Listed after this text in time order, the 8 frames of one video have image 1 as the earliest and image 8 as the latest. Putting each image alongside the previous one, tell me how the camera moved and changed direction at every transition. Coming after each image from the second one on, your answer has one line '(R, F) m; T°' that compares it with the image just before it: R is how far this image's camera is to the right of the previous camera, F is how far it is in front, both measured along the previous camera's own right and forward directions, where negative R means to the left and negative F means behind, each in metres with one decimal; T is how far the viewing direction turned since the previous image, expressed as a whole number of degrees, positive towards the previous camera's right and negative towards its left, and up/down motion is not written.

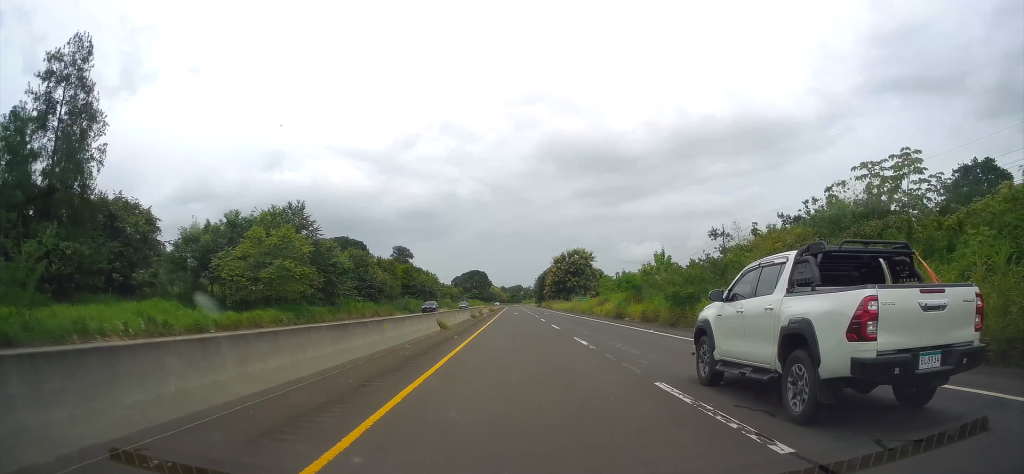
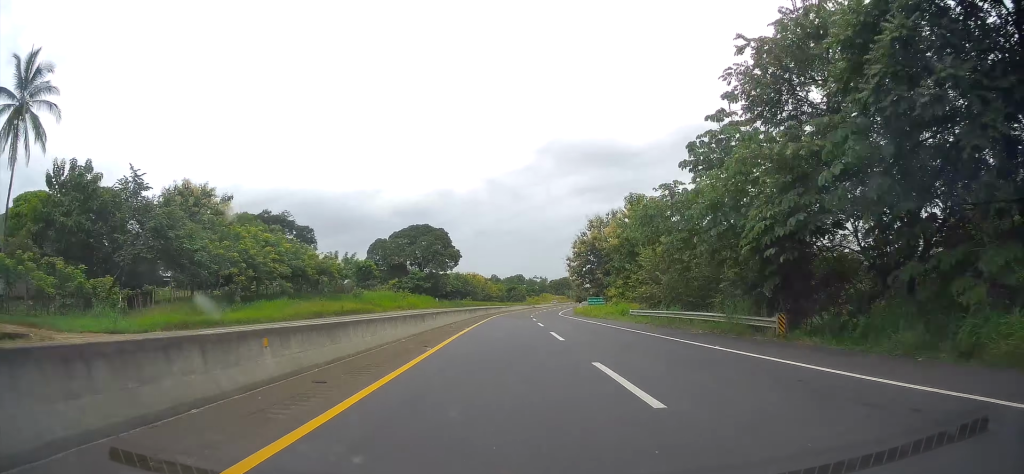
(-0.6, +167.0) m; 0°
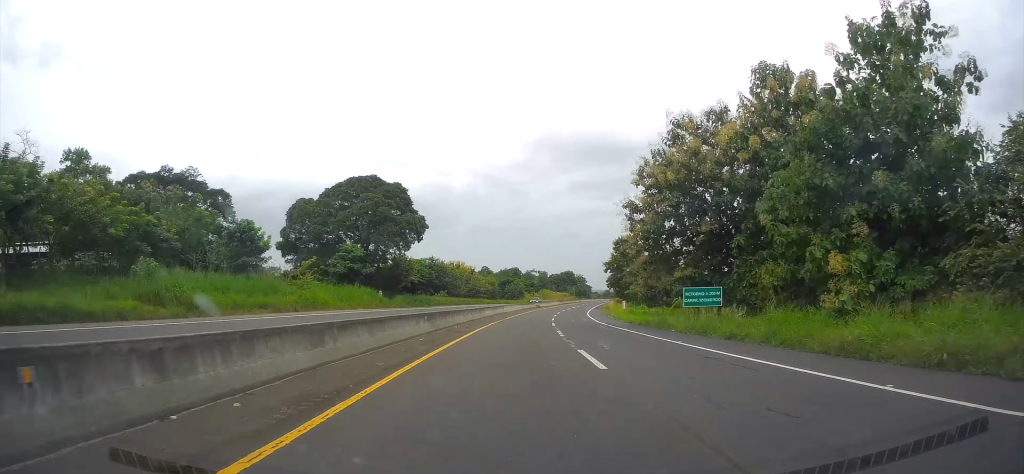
(-0.1, +46.4) m; +1°
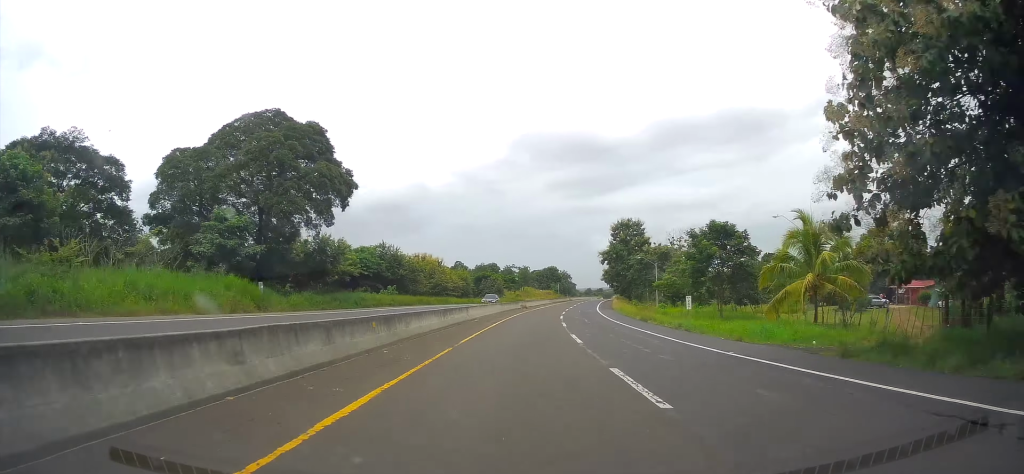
(+0.4, +29.0) m; +2°
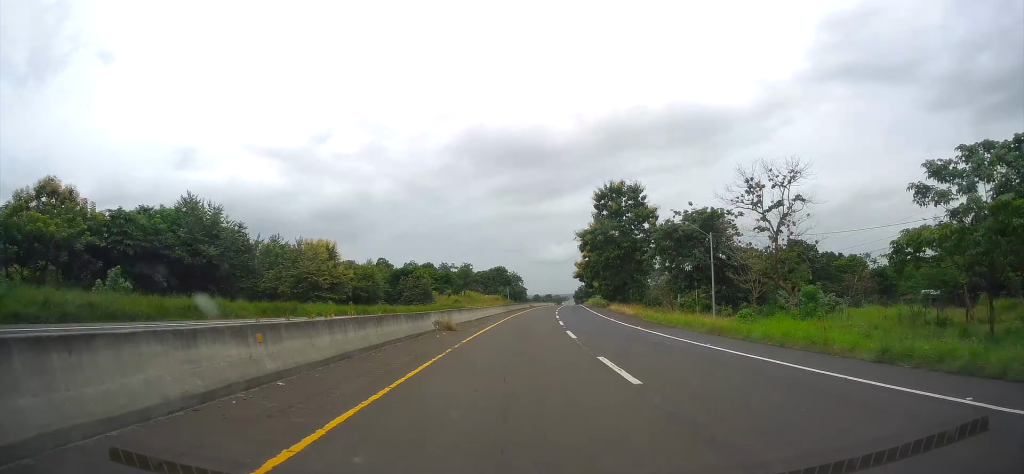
(+0.9, +45.9) m; +3°
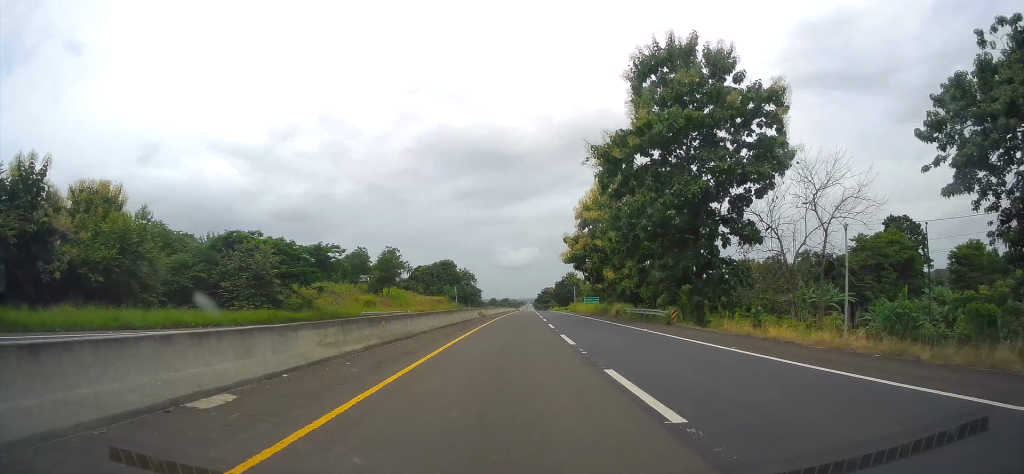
(+1.6, +50.5) m; +4°
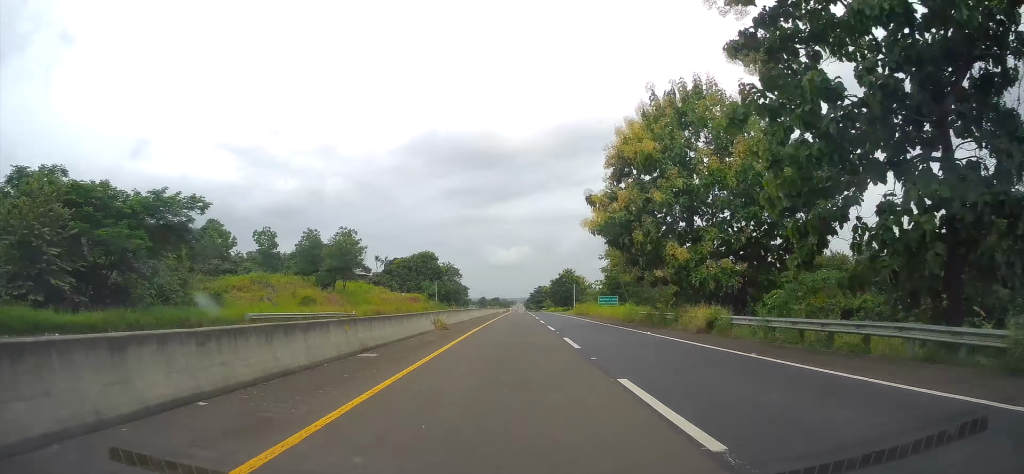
(+0.7, +24.0) m; +2°
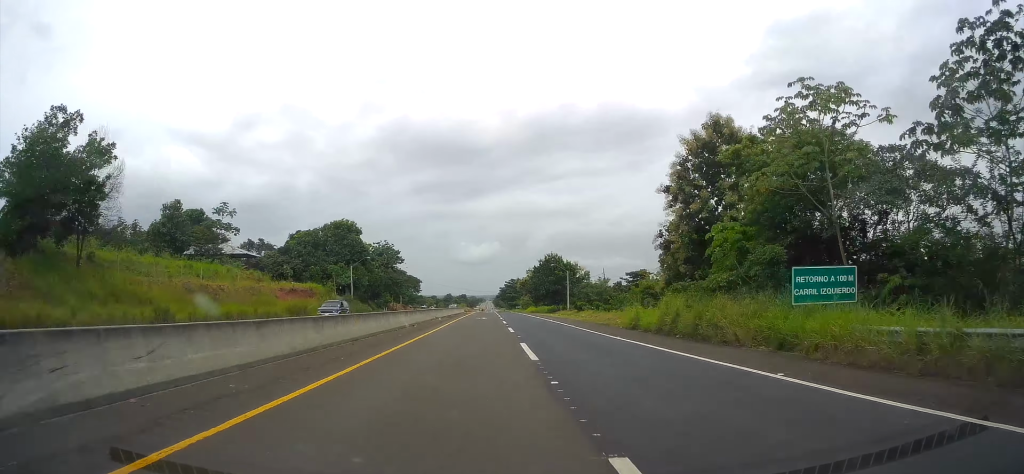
(+2.0, +52.8) m; +3°
